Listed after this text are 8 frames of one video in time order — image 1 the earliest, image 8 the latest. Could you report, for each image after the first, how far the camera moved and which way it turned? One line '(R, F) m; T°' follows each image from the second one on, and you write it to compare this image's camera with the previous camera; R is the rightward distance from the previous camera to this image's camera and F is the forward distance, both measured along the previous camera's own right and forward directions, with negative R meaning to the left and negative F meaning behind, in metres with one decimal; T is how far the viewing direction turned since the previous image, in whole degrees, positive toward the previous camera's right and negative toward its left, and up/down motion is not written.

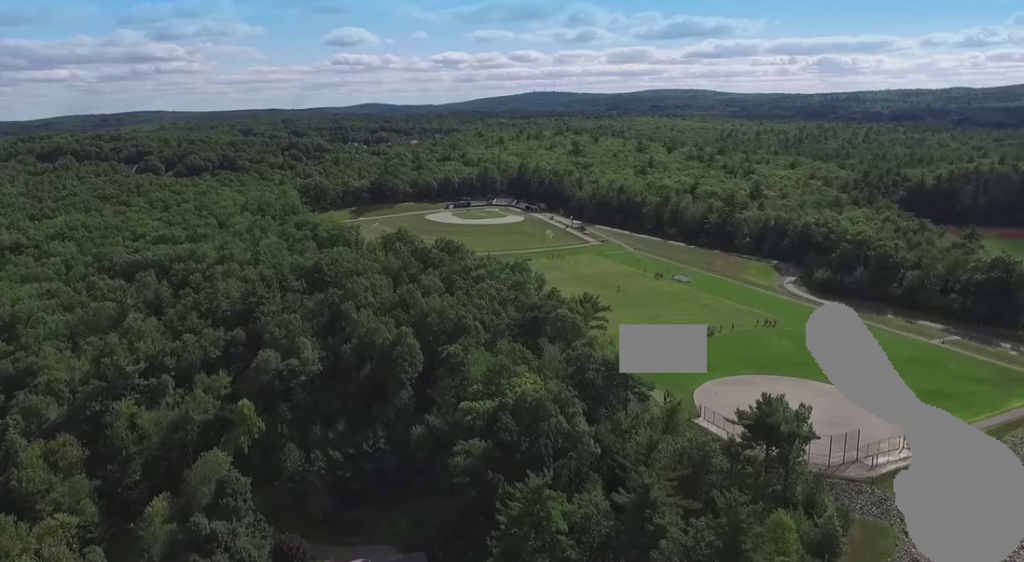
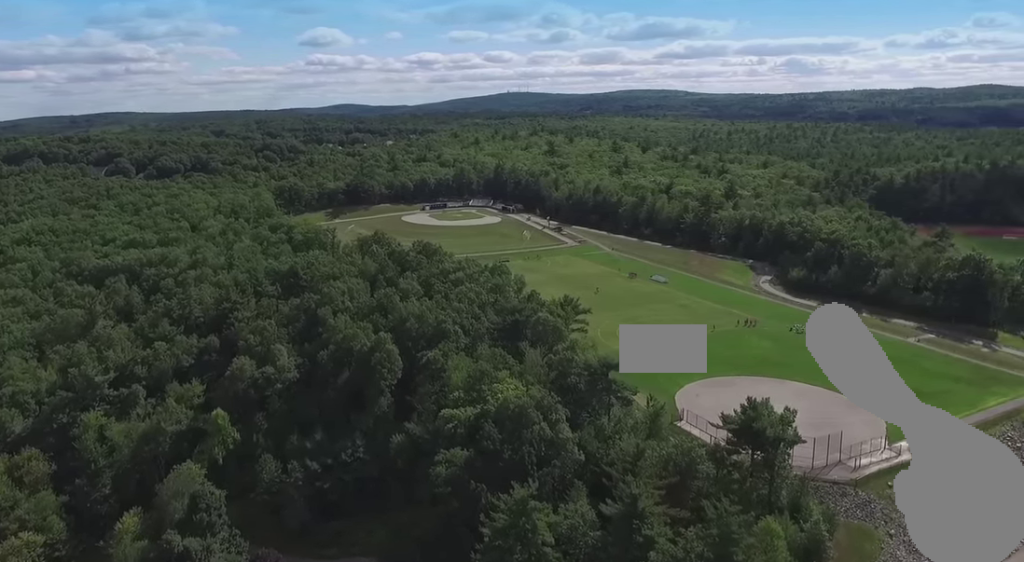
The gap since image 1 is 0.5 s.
(0.0, +3.0) m; +2°
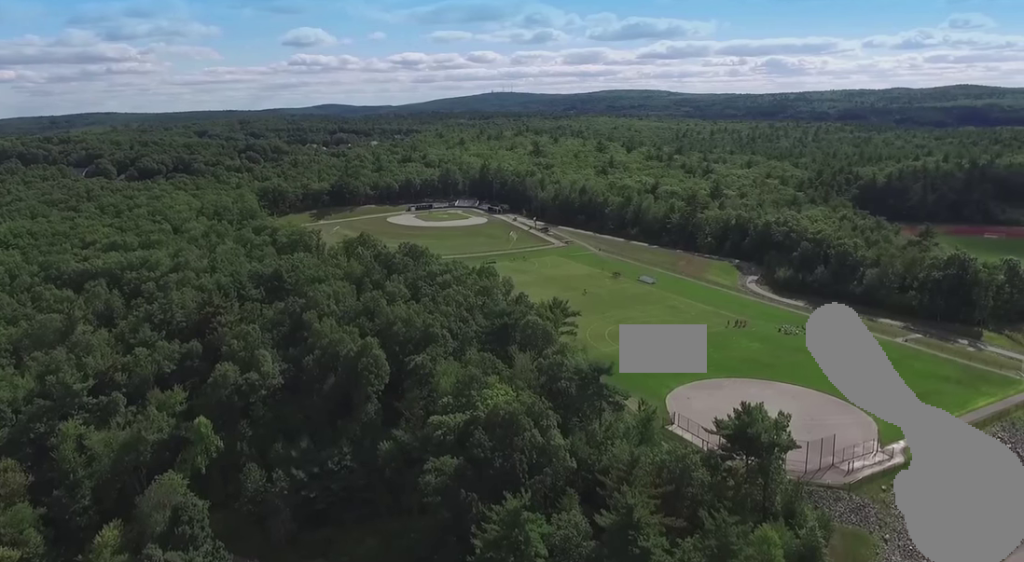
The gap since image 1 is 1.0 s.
(+0.1, +2.6) m; +2°
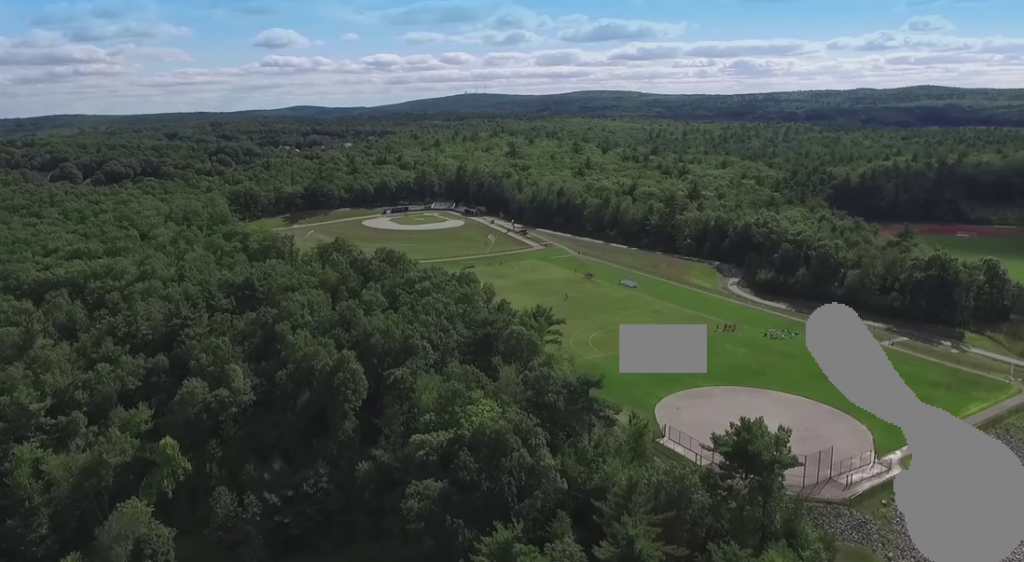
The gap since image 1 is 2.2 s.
(+0.3, +6.4) m; +3°
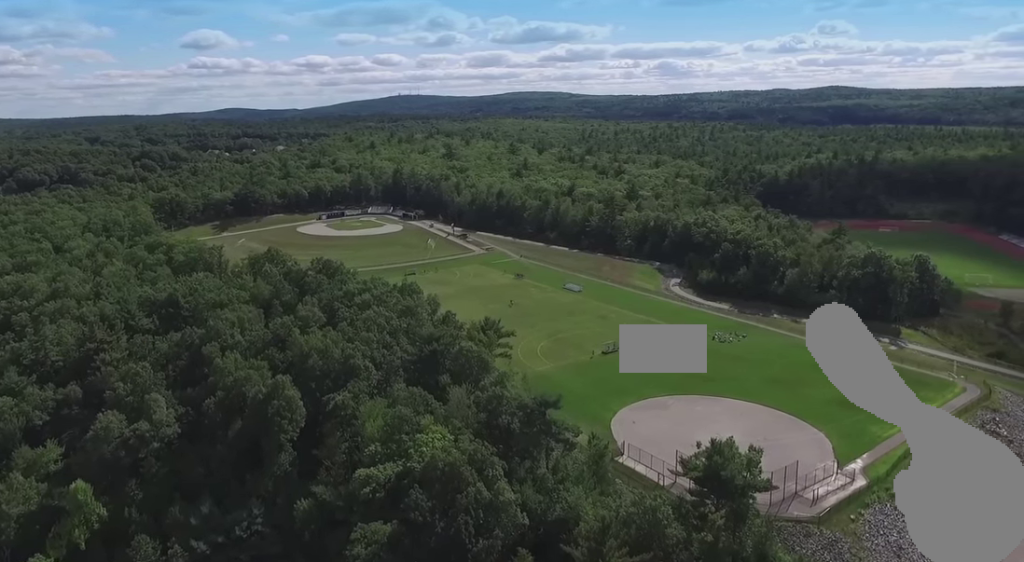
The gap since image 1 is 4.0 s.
(+0.1, +10.0) m; +1°
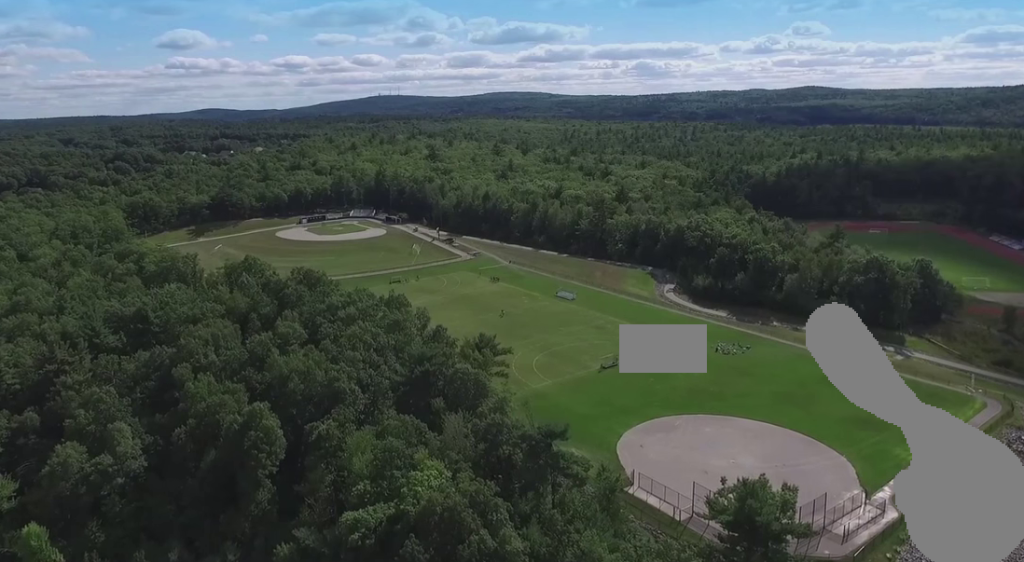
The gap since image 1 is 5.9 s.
(0.0, +11.0) m; 0°
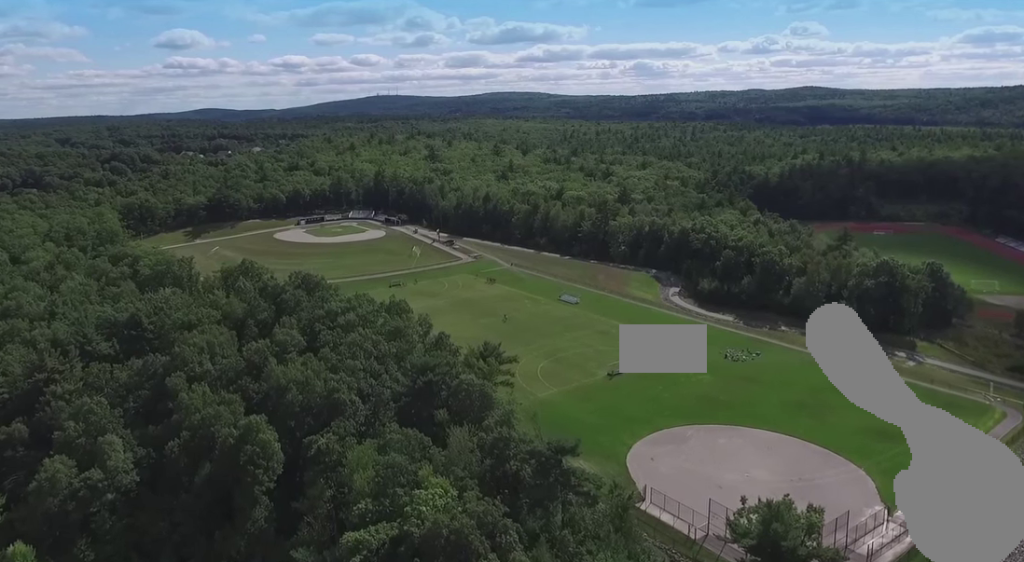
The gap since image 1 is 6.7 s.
(0.0, +4.5) m; 0°
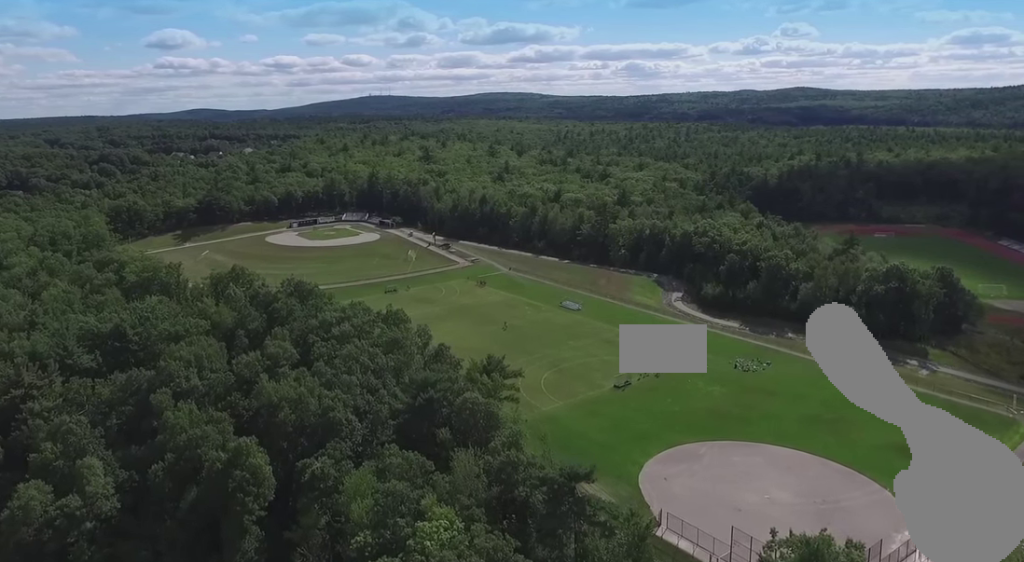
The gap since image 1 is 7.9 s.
(+0.1, +6.9) m; +2°
